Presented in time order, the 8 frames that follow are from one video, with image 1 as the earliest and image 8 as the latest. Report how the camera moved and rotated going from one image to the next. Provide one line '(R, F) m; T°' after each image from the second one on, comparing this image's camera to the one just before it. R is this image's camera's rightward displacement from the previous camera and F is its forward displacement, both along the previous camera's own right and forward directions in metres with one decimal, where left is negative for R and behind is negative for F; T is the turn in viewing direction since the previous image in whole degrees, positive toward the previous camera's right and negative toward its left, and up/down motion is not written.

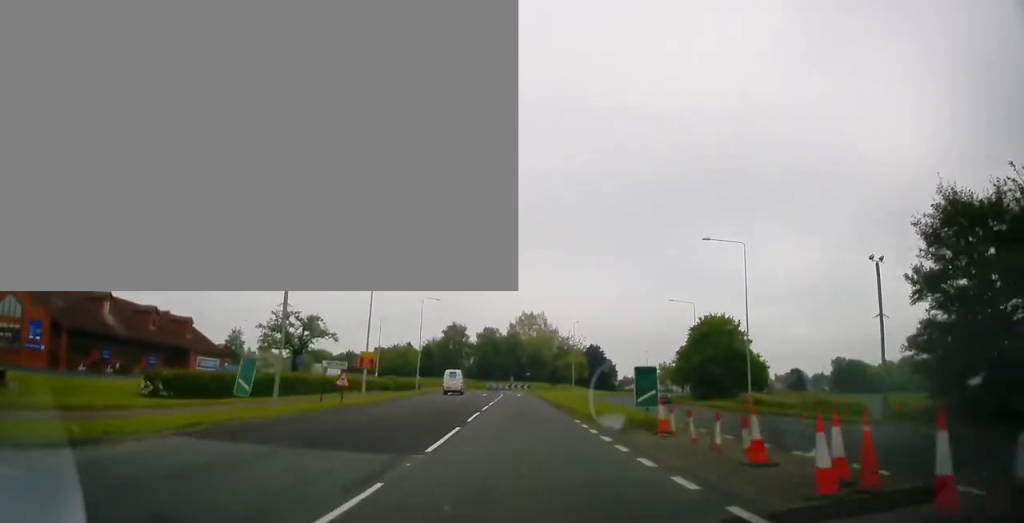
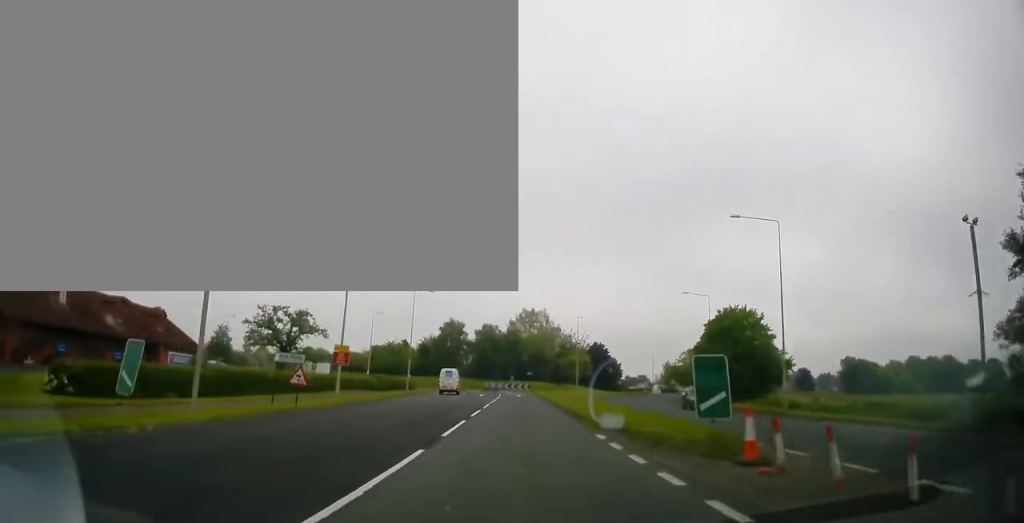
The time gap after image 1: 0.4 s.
(+0.1, +6.1) m; 0°
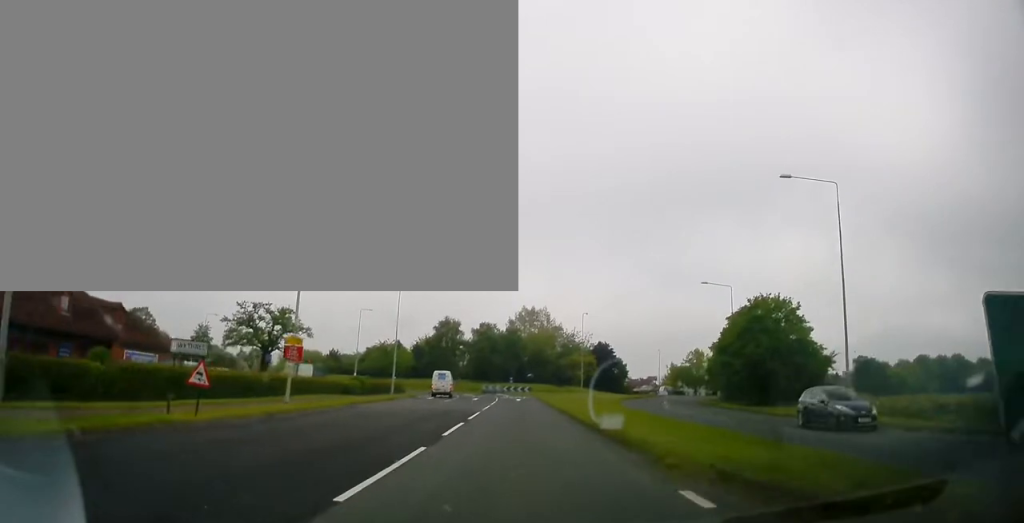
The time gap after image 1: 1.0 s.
(+0.1, +8.0) m; 0°
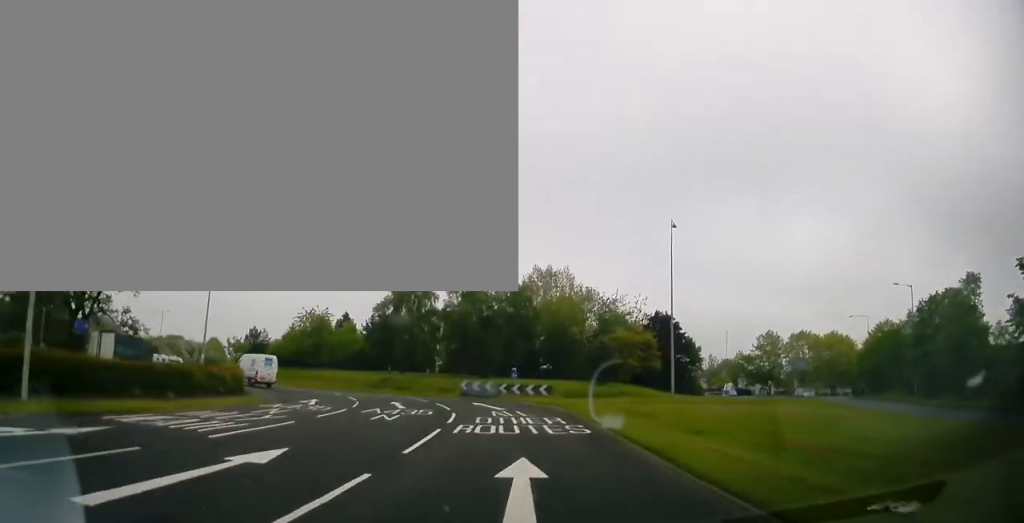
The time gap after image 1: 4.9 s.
(0.0, +49.0) m; 0°
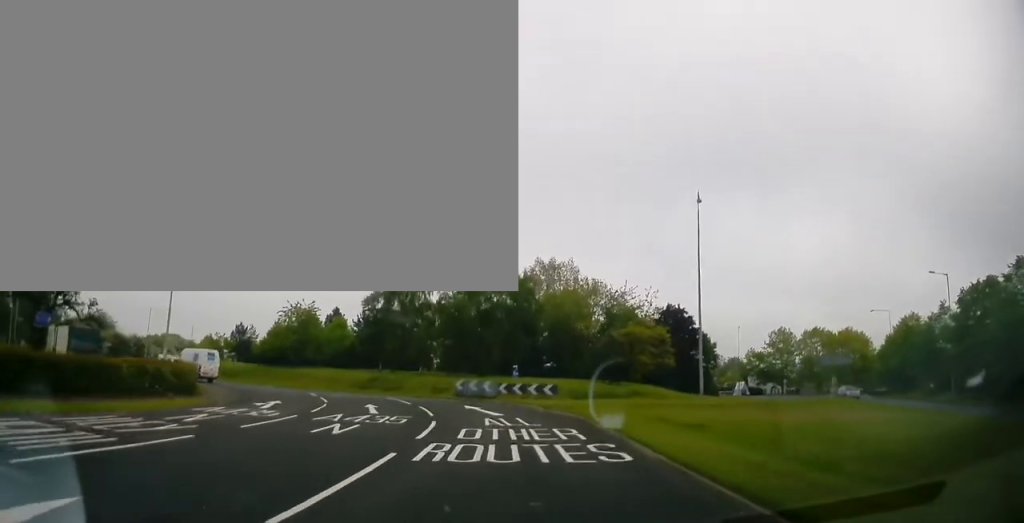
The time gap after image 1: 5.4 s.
(0.0, +5.7) m; -2°
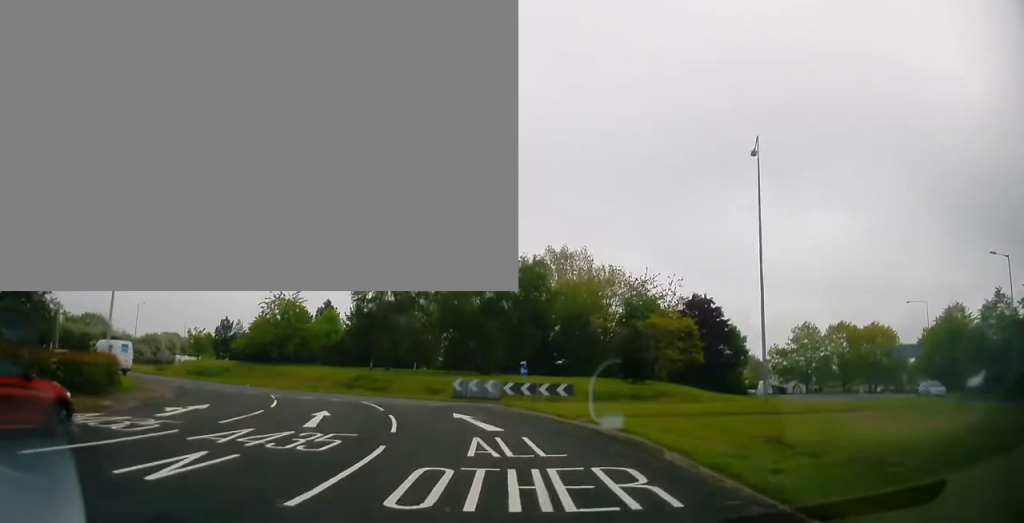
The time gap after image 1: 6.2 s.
(-0.1, +7.8) m; -2°
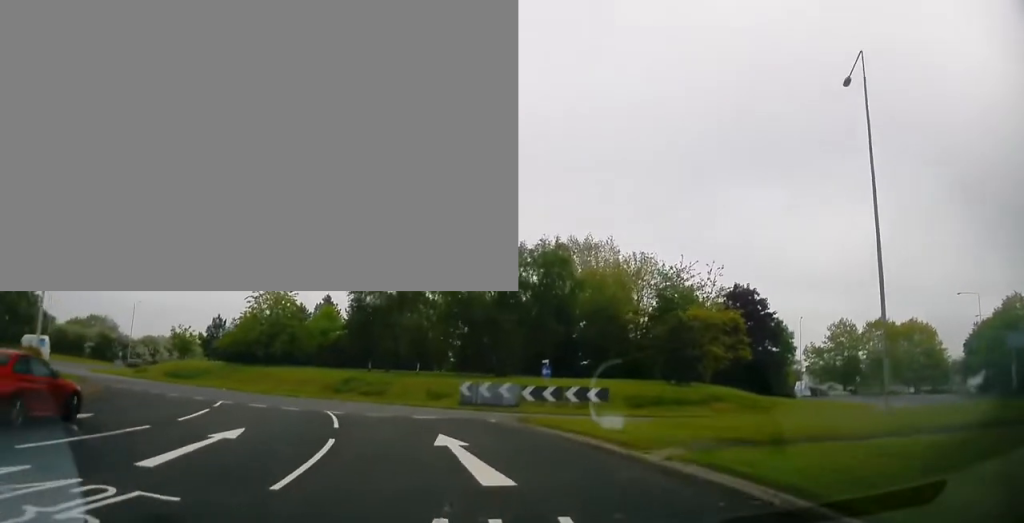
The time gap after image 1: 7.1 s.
(-0.2, +7.9) m; -2°
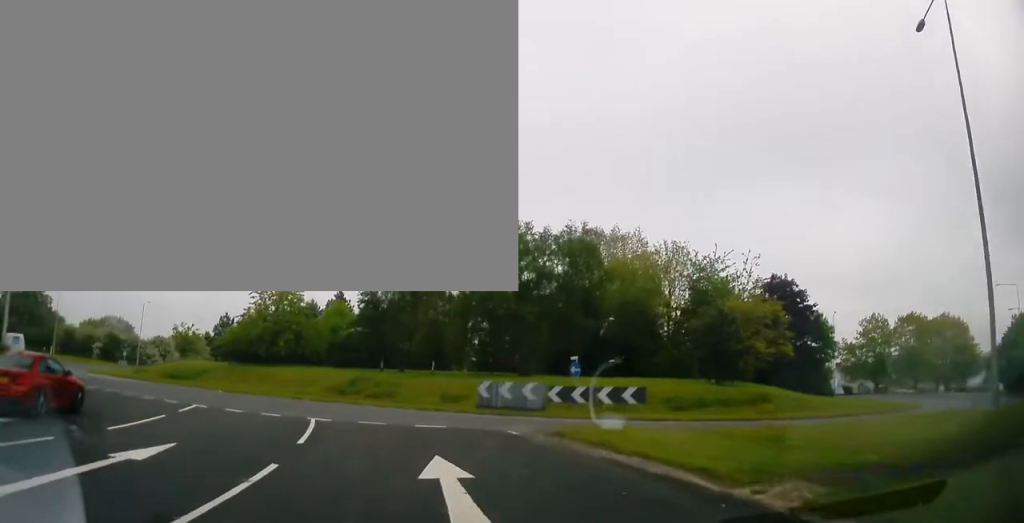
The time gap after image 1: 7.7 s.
(+0.1, +4.3) m; -2°
